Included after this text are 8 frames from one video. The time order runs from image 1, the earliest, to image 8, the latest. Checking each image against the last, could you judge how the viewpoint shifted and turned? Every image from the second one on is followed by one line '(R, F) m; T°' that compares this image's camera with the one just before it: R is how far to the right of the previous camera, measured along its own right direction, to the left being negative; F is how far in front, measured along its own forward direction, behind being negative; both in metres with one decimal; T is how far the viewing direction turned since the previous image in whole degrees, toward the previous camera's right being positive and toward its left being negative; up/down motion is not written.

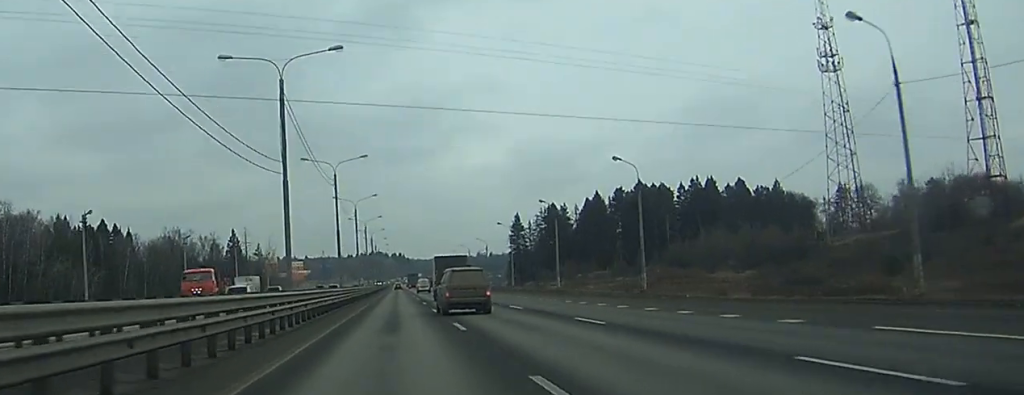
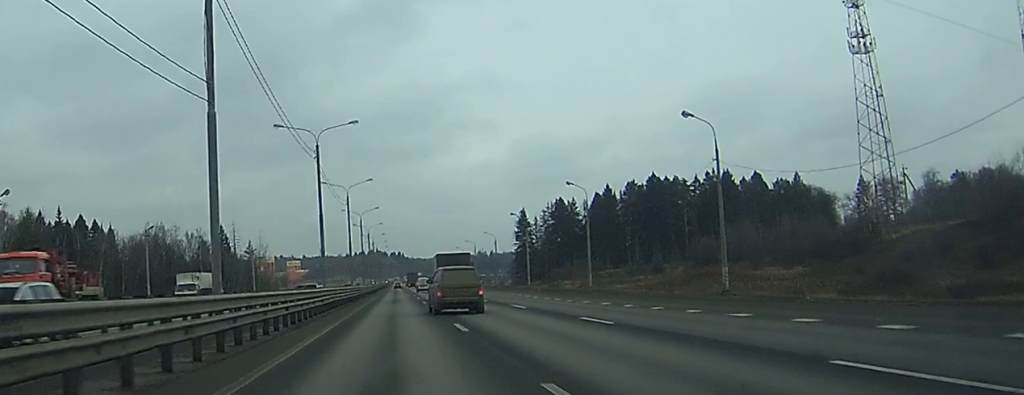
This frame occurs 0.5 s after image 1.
(0.0, +17.0) m; 0°
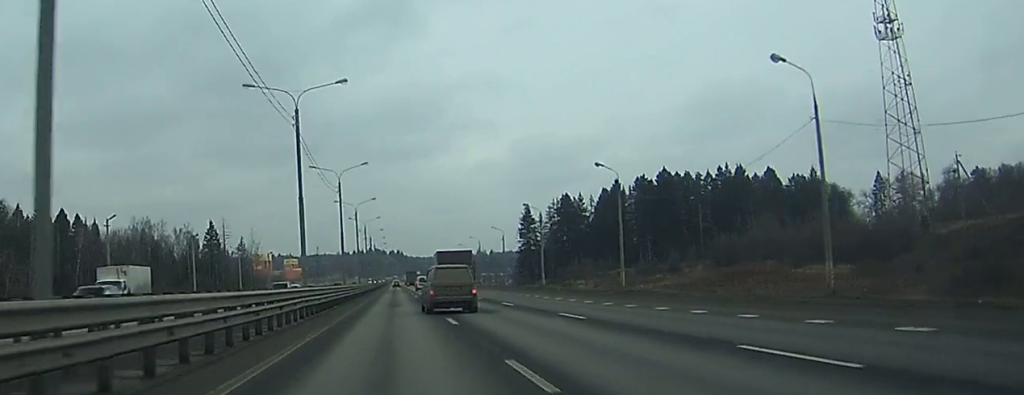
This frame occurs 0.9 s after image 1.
(0.0, +12.7) m; 0°
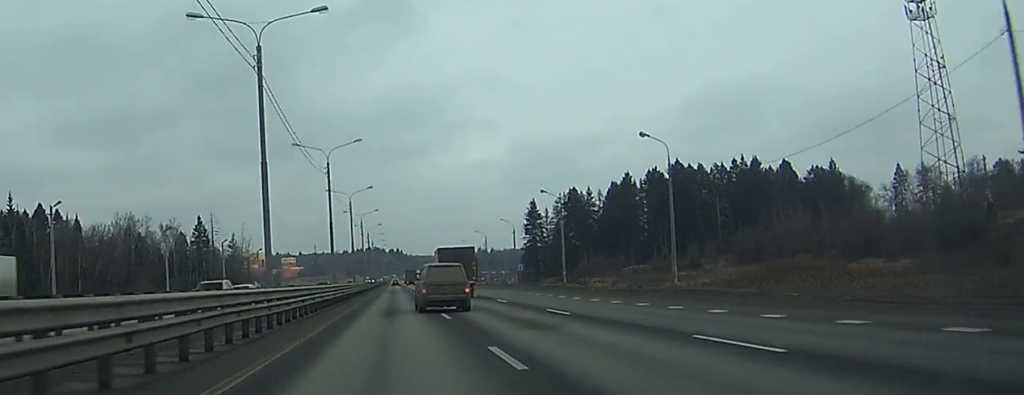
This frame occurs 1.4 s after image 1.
(0.0, +13.8) m; 0°
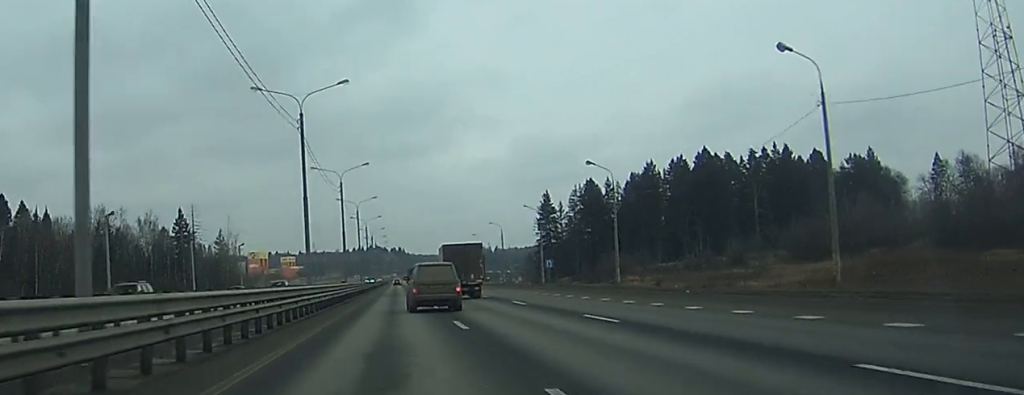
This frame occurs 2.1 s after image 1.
(-0.1, +22.2) m; 0°
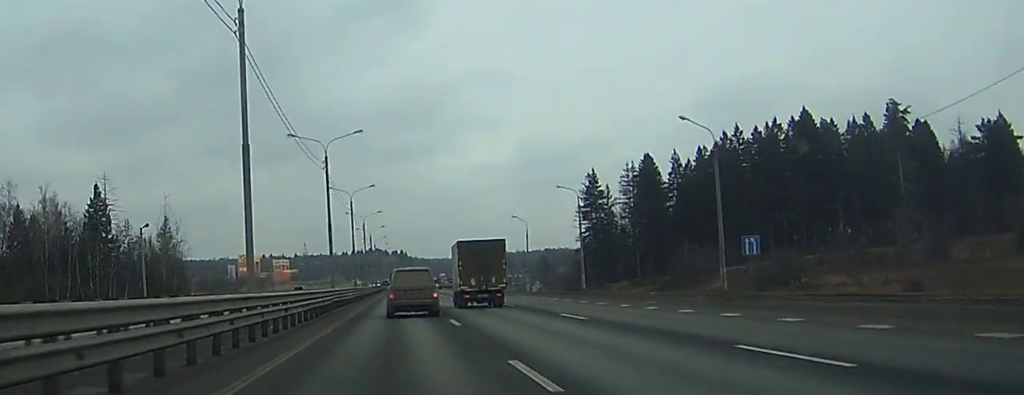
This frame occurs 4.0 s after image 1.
(-0.2, +59.8) m; 0°
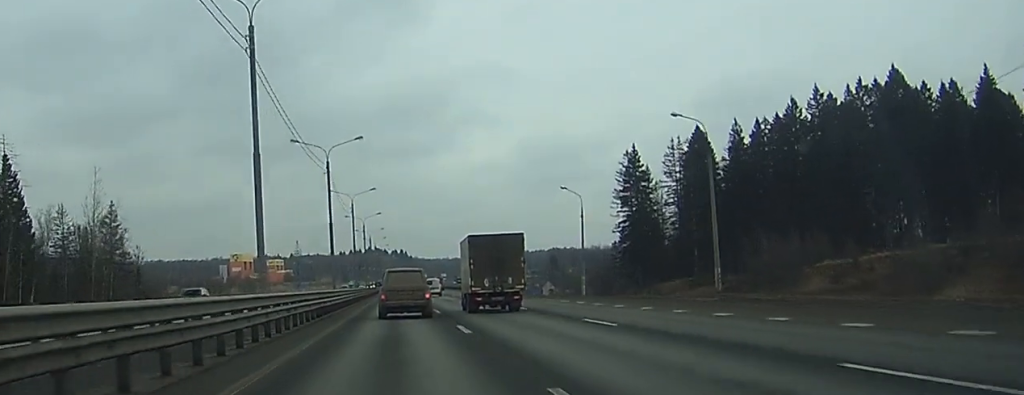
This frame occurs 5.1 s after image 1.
(0.0, +35.5) m; 0°
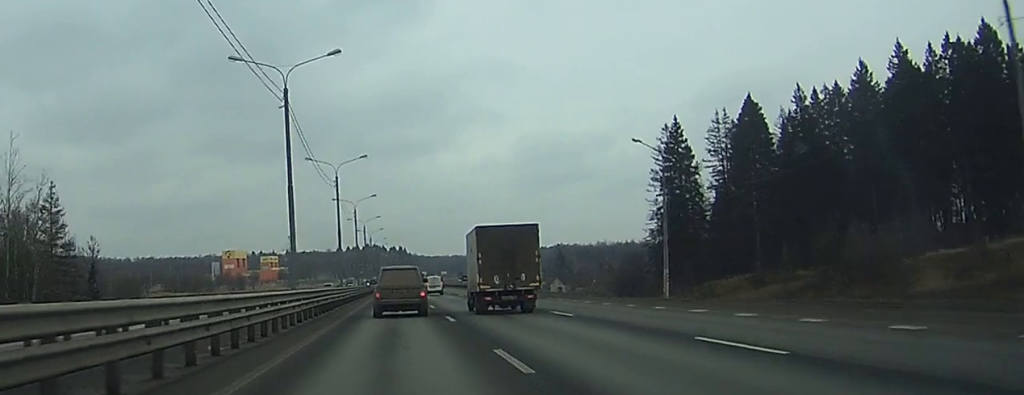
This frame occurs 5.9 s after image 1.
(0.0, +26.0) m; 0°
